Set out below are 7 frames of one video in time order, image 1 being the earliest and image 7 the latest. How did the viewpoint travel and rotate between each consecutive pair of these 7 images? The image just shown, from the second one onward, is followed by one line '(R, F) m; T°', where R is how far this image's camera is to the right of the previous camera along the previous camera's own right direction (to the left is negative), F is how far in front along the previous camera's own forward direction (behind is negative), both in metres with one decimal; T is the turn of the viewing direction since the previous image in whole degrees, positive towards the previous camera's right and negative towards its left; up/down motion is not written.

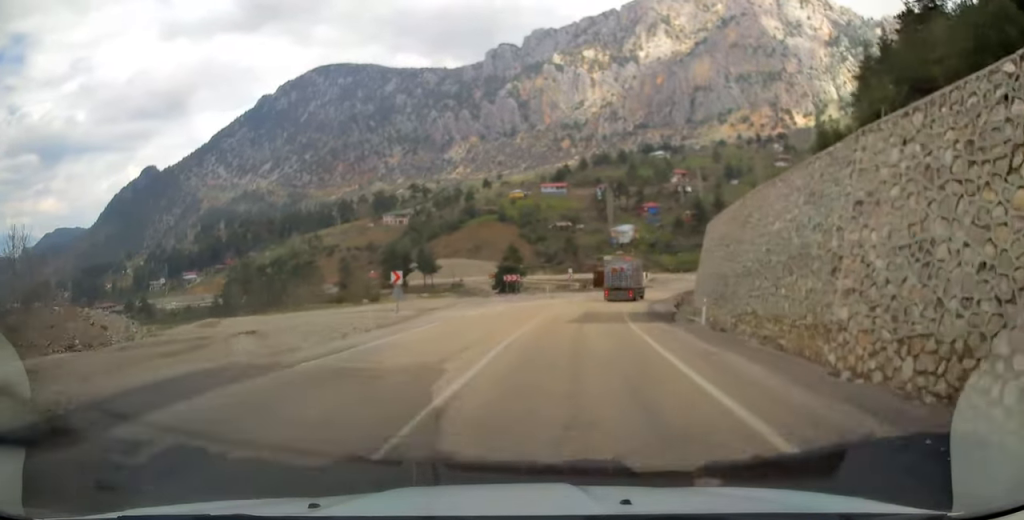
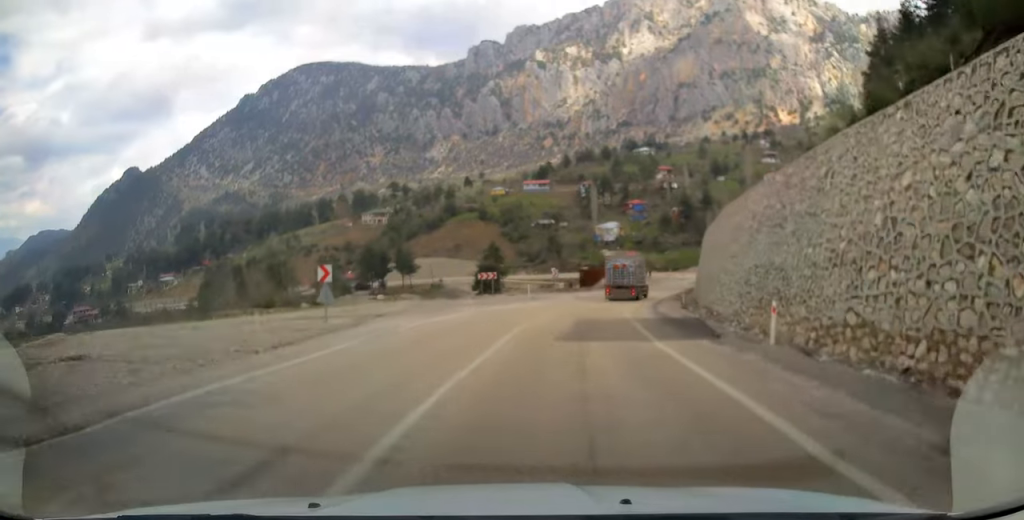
(+0.3, +7.7) m; +2°
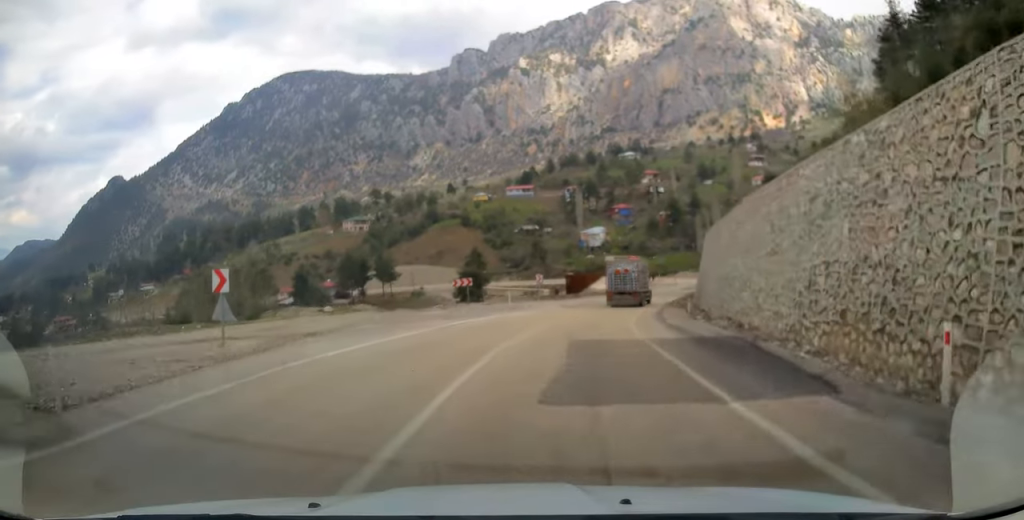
(+0.1, +6.7) m; +1°
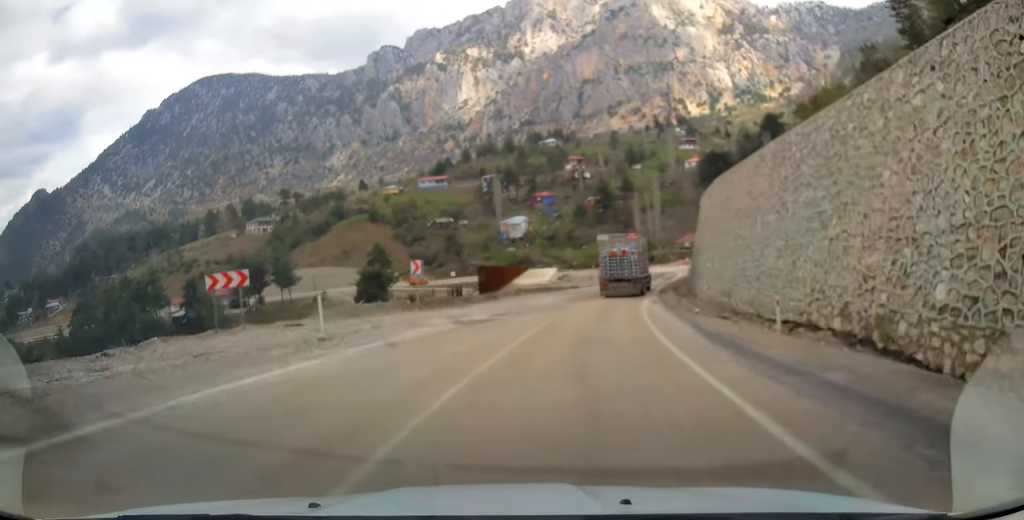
(+1.1, +24.9) m; +5°
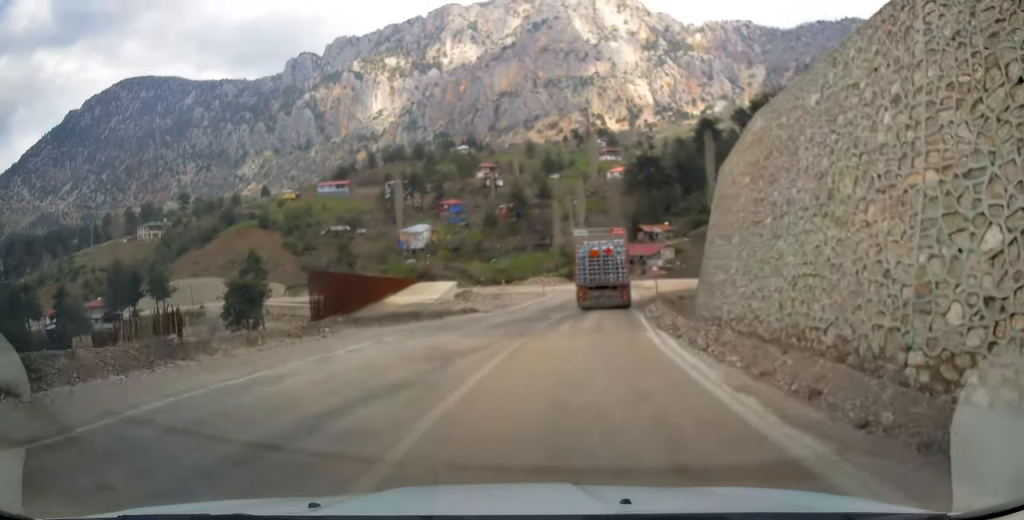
(+1.1, +24.2) m; +6°
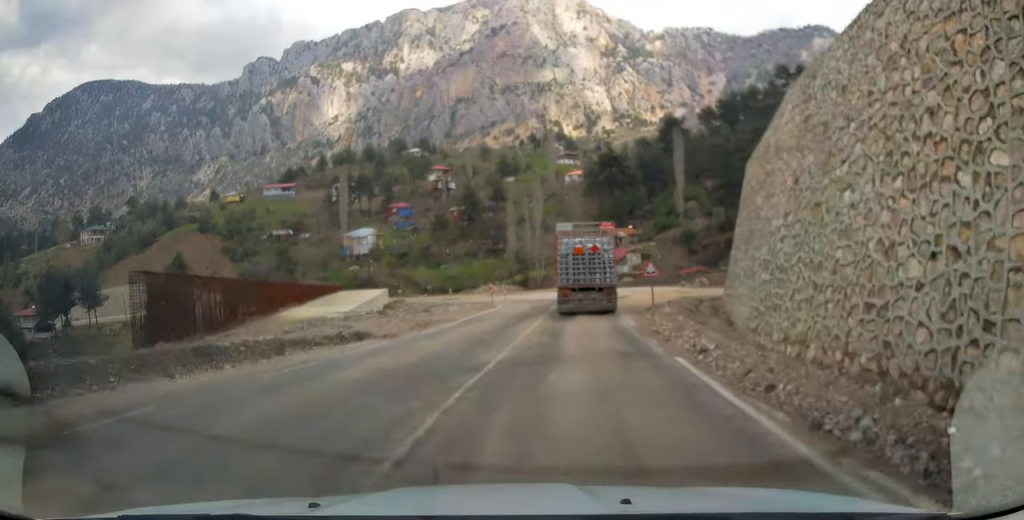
(+0.6, +13.1) m; +4°
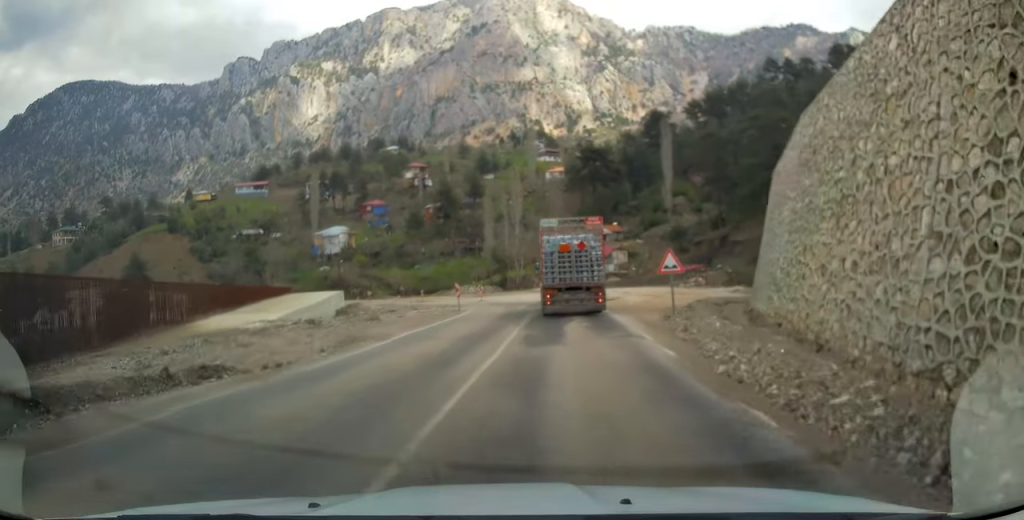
(+0.2, +8.1) m; +1°
